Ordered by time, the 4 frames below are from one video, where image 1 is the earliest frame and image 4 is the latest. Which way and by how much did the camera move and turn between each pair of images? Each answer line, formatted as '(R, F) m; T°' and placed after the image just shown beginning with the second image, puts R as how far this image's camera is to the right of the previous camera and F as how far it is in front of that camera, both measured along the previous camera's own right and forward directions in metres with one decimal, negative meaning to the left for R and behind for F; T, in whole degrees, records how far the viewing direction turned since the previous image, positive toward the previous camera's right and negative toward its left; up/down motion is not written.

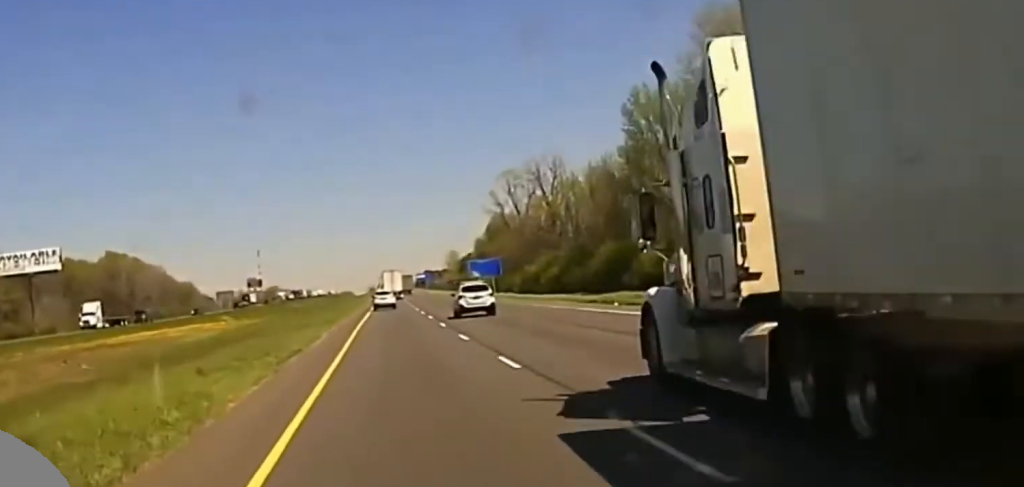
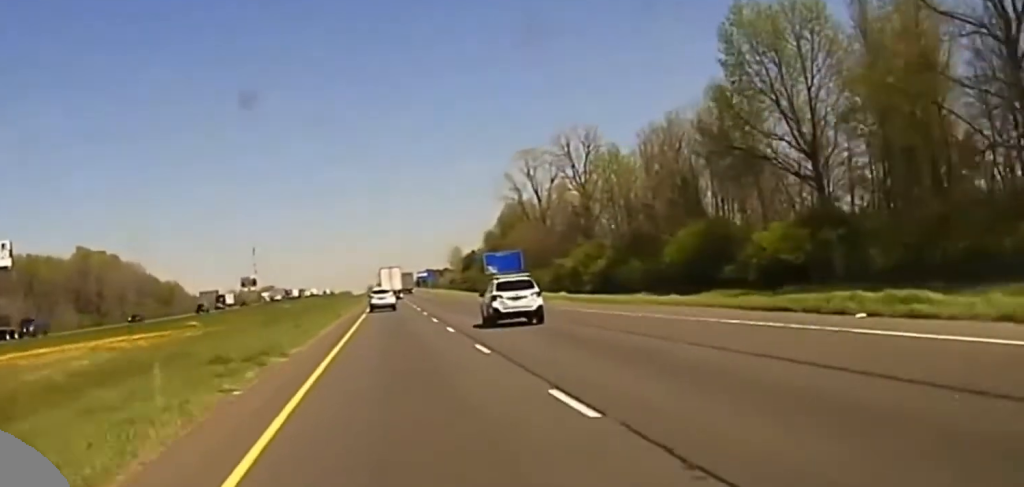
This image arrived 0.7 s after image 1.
(+0.1, +29.9) m; 0°
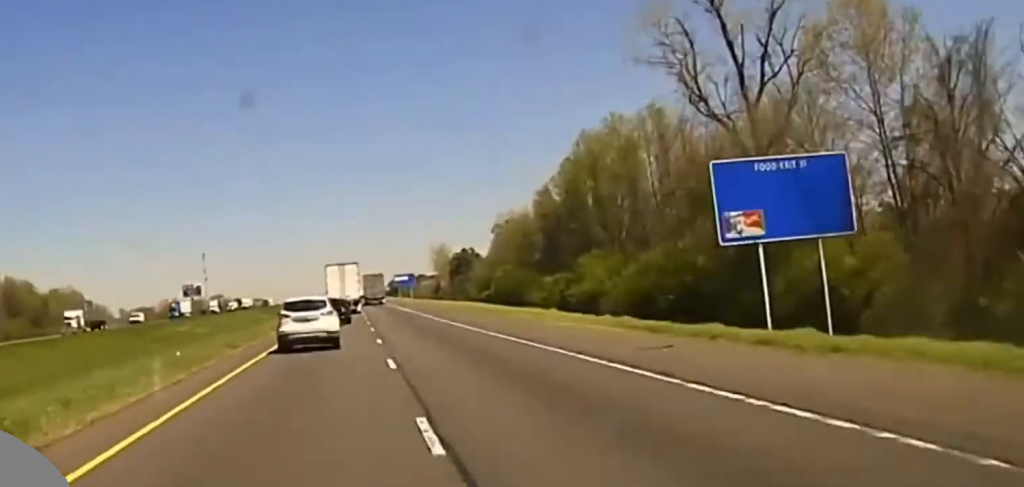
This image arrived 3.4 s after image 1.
(+0.9, +115.7) m; +1°
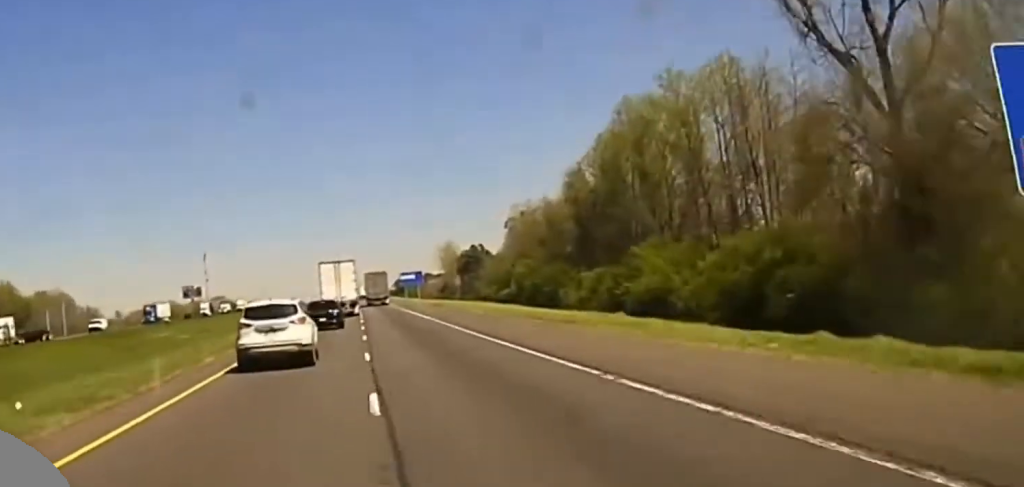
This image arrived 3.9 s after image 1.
(+0.1, +22.4) m; 0°
